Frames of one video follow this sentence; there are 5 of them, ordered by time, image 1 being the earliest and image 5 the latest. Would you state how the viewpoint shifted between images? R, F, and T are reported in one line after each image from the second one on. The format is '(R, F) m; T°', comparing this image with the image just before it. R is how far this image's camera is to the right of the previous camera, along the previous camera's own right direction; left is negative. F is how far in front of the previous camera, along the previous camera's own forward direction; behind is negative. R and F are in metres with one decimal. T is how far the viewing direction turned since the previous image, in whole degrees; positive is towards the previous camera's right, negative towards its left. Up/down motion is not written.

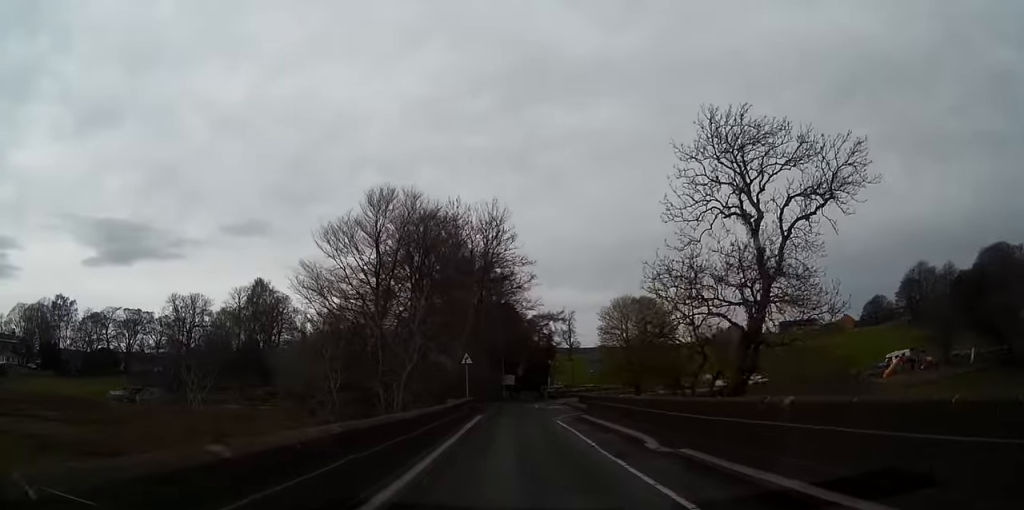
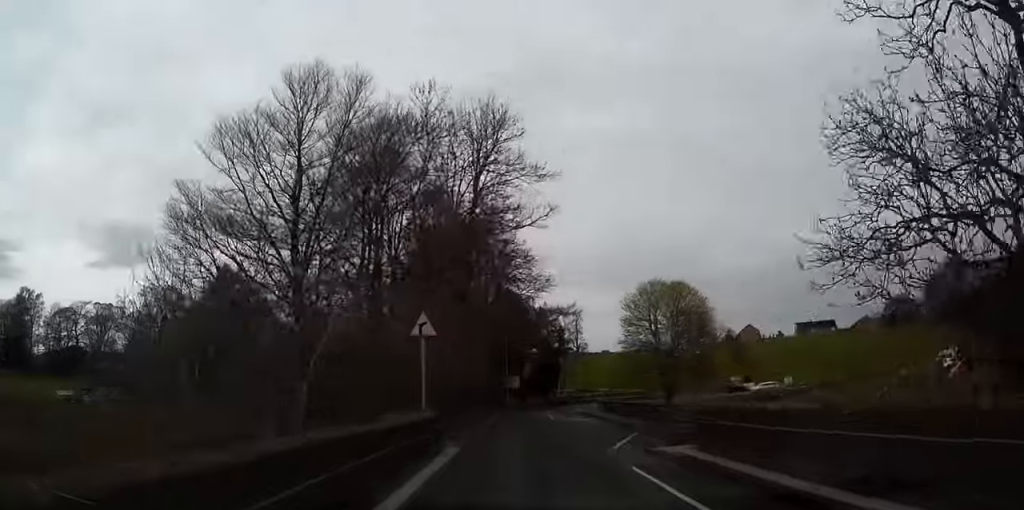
(0.0, +18.2) m; 0°
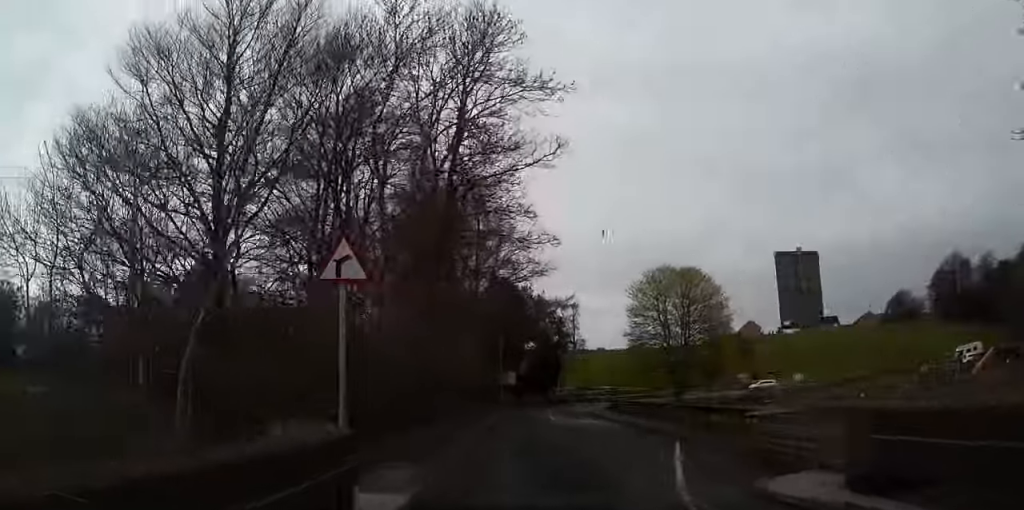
(0.0, +7.2) m; 0°
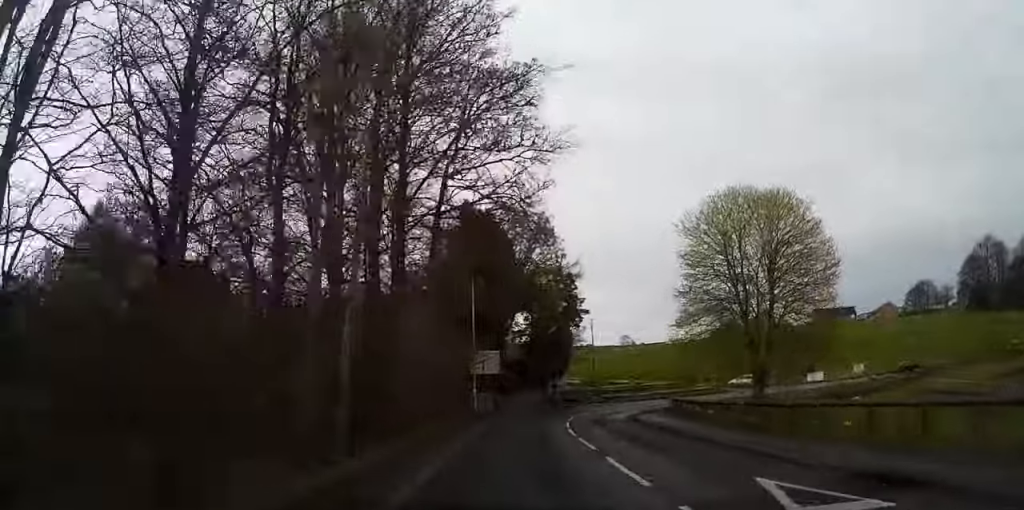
(+0.2, +28.1) m; 0°
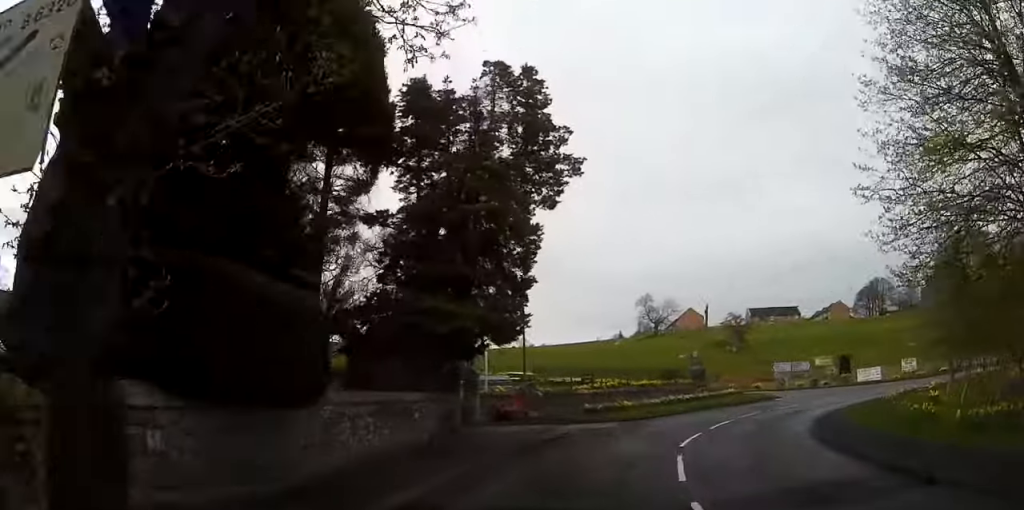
(+0.7, +35.1) m; +8°
